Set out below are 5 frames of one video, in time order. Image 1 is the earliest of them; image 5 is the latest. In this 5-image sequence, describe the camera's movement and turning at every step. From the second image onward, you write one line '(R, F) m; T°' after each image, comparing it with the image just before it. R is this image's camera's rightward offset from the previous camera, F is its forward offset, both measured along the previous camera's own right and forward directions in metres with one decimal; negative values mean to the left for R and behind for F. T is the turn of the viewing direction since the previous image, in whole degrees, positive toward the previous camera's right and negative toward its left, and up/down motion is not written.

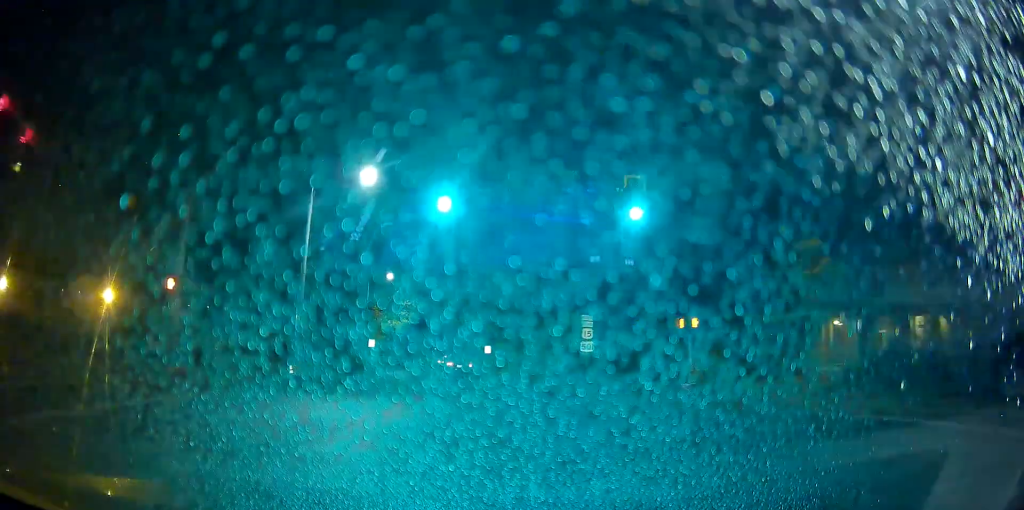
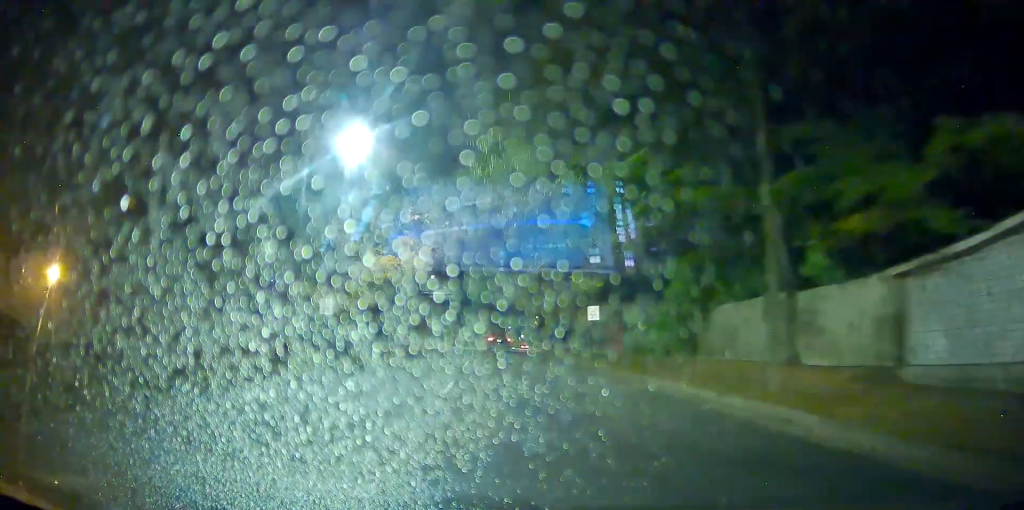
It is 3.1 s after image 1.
(-2.9, +38.8) m; -7°
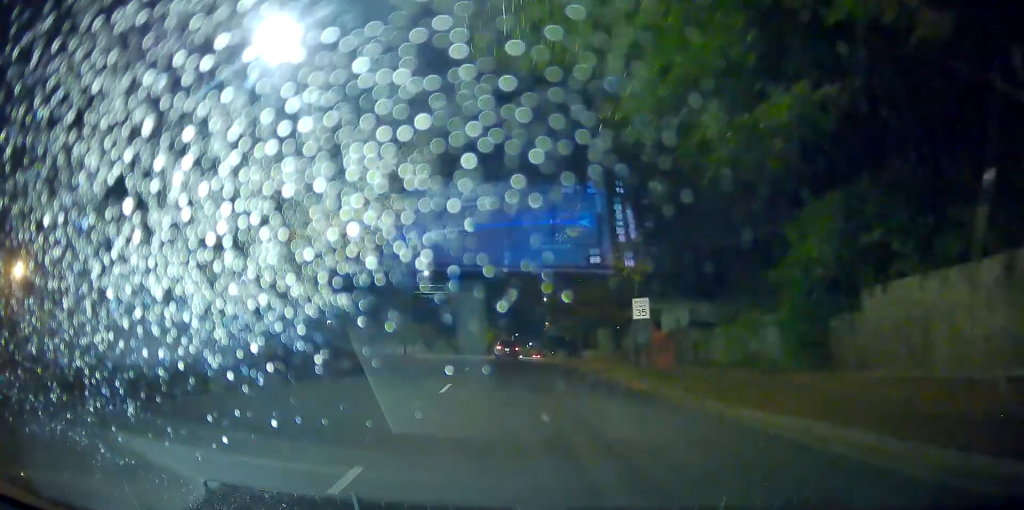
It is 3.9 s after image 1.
(-0.2, +10.8) m; -1°
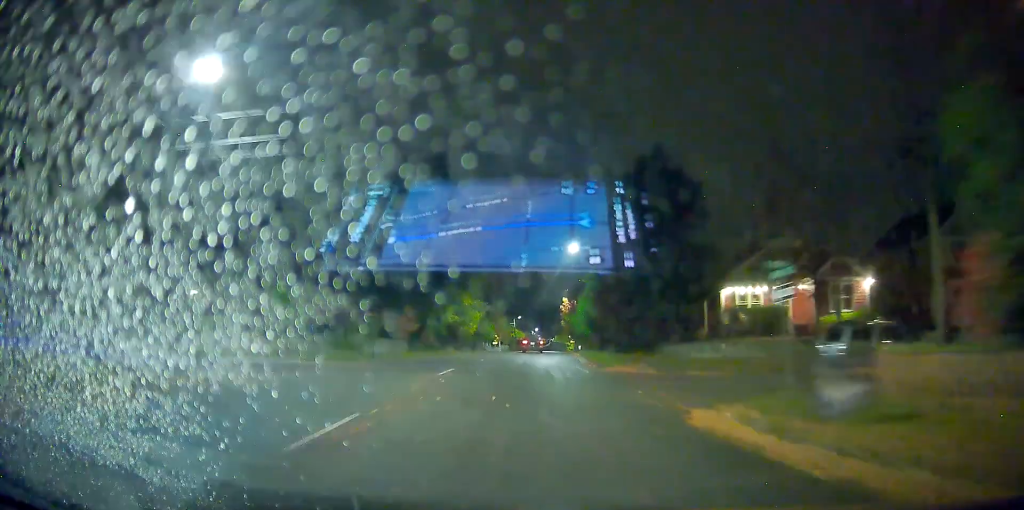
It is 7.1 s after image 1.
(-0.8, +45.7) m; -1°
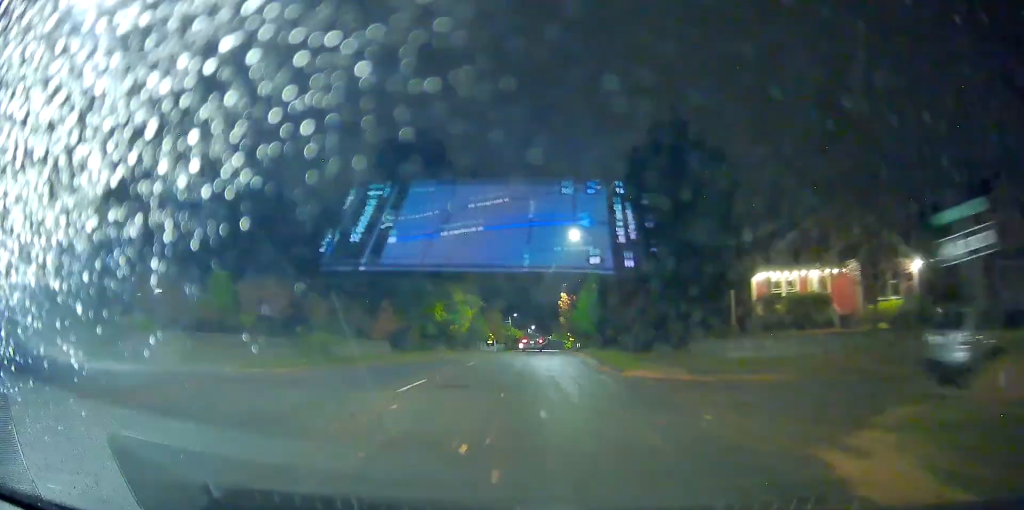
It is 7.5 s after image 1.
(0.0, +5.8) m; 0°
